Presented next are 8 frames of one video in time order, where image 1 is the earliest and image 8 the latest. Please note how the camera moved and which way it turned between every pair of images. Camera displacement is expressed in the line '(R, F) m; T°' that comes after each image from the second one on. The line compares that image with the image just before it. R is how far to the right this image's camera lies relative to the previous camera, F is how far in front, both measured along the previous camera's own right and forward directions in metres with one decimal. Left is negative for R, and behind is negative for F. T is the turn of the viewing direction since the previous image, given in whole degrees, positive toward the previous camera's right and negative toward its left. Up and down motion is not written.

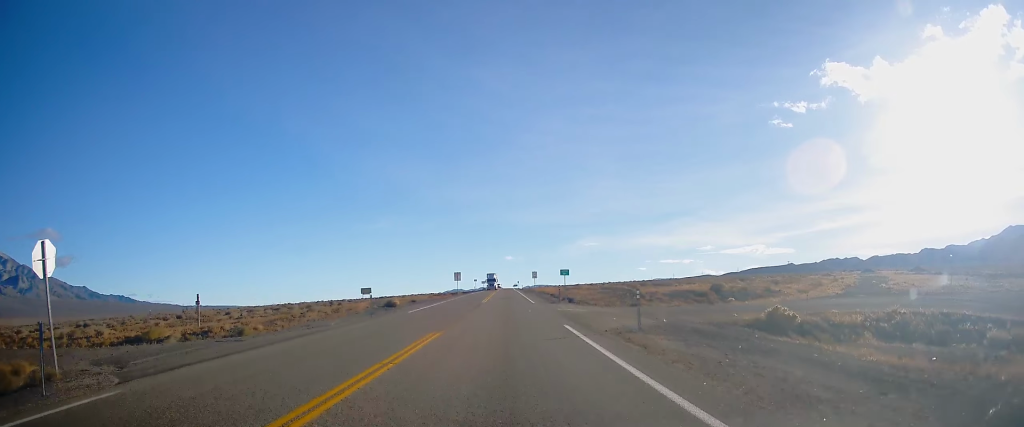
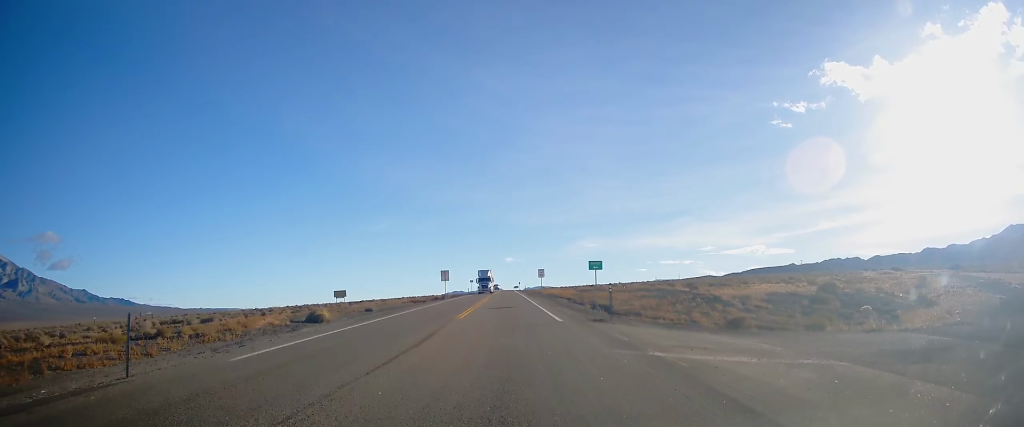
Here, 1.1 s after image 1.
(0.0, +21.4) m; -1°
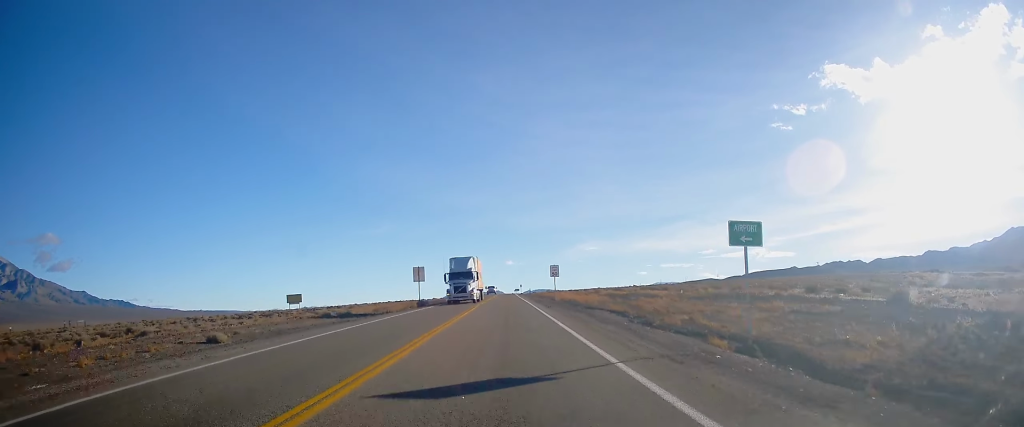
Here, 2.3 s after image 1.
(-0.3, +25.0) m; -1°
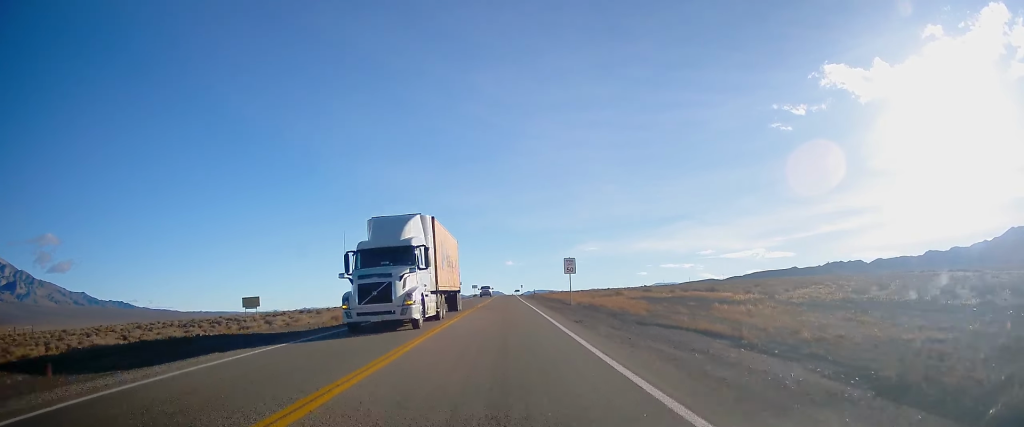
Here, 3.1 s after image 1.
(+0.1, +15.5) m; 0°
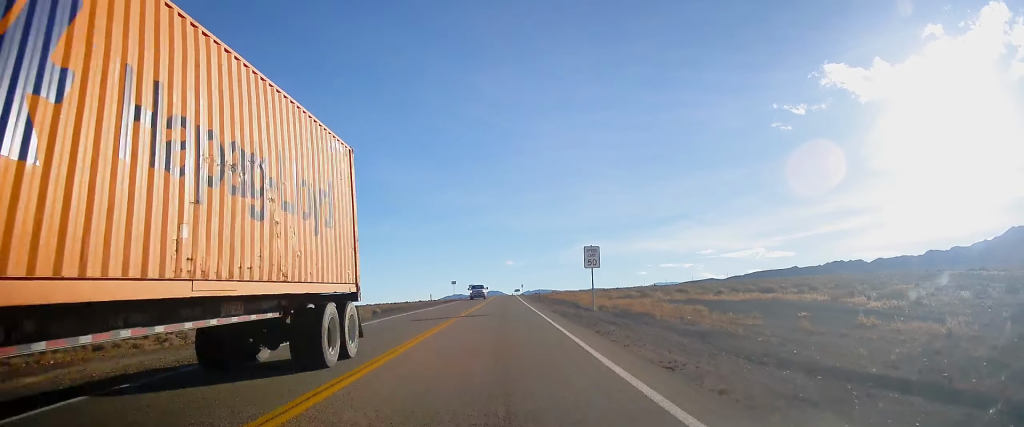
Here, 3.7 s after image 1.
(0.0, +12.2) m; 0°
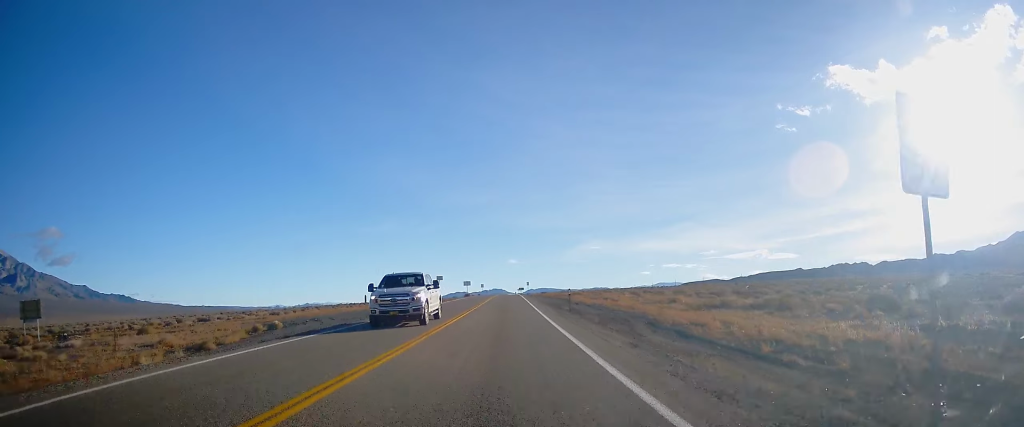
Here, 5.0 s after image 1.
(0.0, +27.4) m; 0°
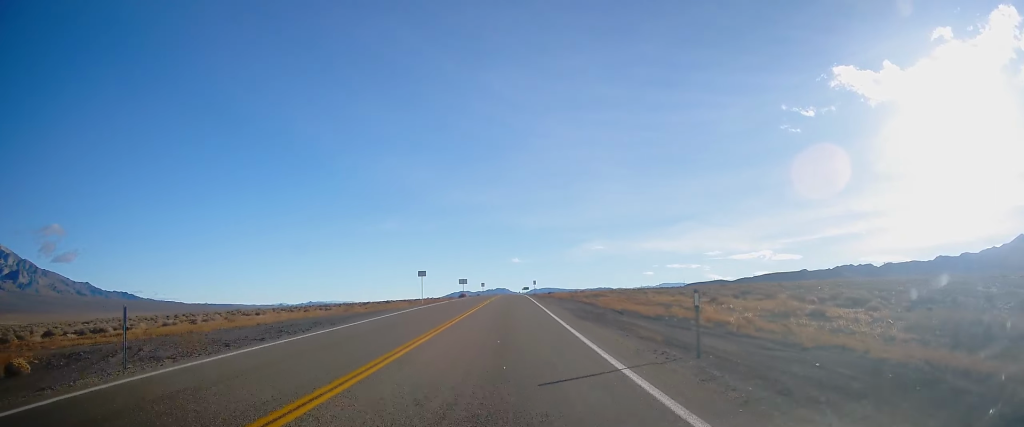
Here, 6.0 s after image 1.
(-0.1, +20.7) m; -1°
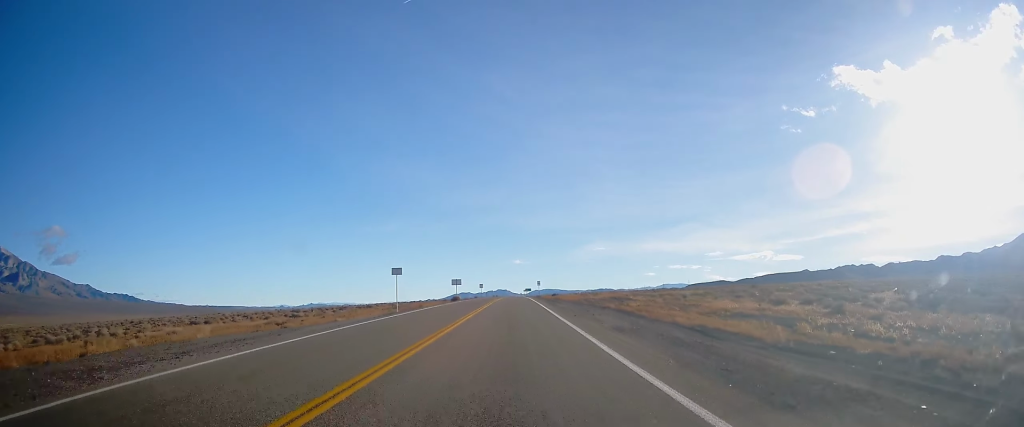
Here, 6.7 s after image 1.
(-0.1, +15.2) m; -1°
